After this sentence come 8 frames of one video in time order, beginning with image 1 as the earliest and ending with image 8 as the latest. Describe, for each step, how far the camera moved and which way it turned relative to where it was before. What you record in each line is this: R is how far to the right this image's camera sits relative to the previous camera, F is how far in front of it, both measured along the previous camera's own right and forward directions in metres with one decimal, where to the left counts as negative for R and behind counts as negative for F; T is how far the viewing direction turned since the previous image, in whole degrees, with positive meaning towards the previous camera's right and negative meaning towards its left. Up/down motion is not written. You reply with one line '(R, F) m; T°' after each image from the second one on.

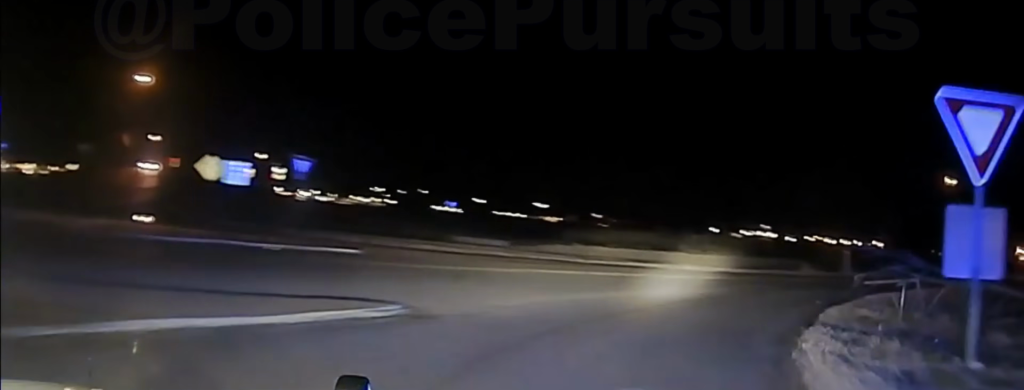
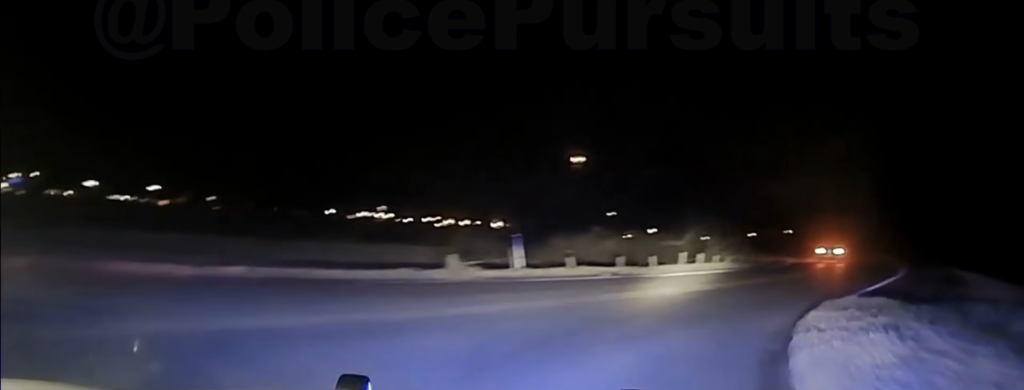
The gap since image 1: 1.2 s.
(+3.8, +18.1) m; +21°
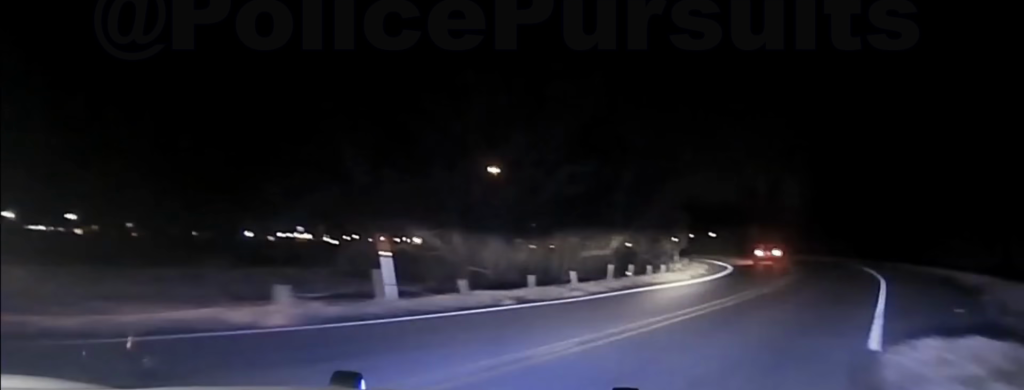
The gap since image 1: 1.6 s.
(+0.3, +6.8) m; +5°
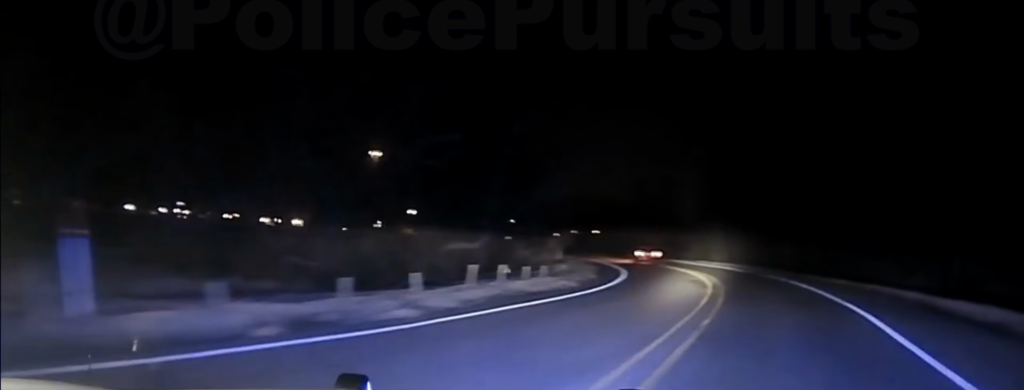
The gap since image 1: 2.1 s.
(+0.6, +8.2) m; +4°
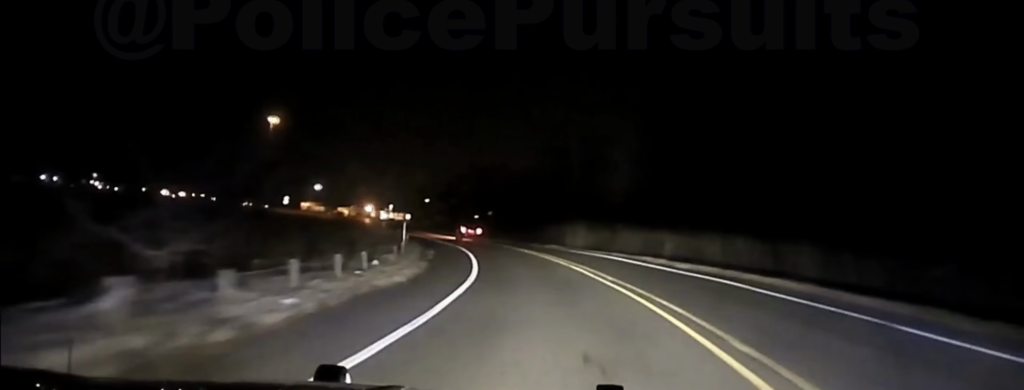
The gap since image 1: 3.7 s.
(+1.4, +32.5) m; -1°
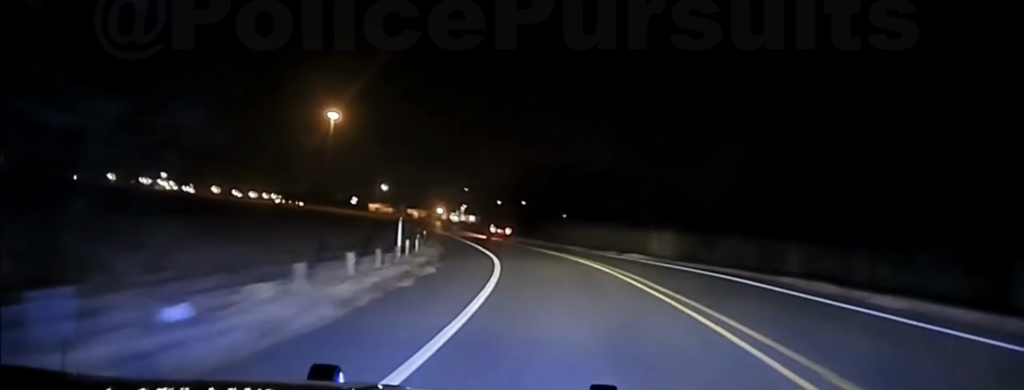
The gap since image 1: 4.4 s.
(-0.5, +18.3) m; -5°
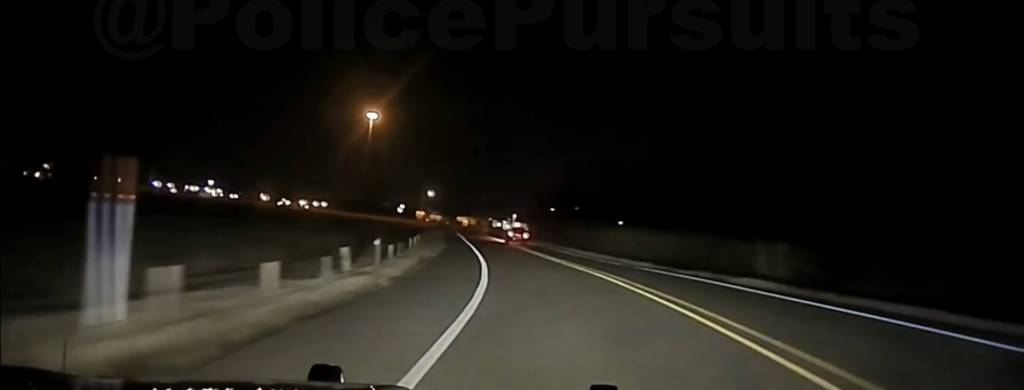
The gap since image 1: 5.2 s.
(-1.2, +23.1) m; -4°
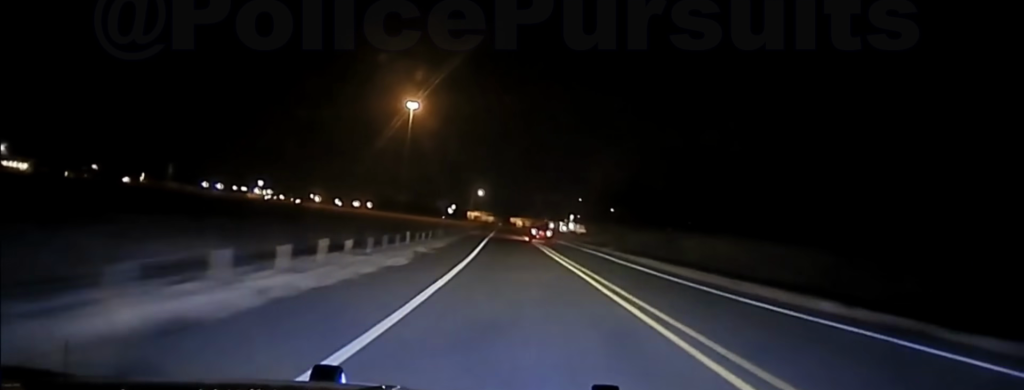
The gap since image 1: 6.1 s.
(-1.3, +31.1) m; -3°
